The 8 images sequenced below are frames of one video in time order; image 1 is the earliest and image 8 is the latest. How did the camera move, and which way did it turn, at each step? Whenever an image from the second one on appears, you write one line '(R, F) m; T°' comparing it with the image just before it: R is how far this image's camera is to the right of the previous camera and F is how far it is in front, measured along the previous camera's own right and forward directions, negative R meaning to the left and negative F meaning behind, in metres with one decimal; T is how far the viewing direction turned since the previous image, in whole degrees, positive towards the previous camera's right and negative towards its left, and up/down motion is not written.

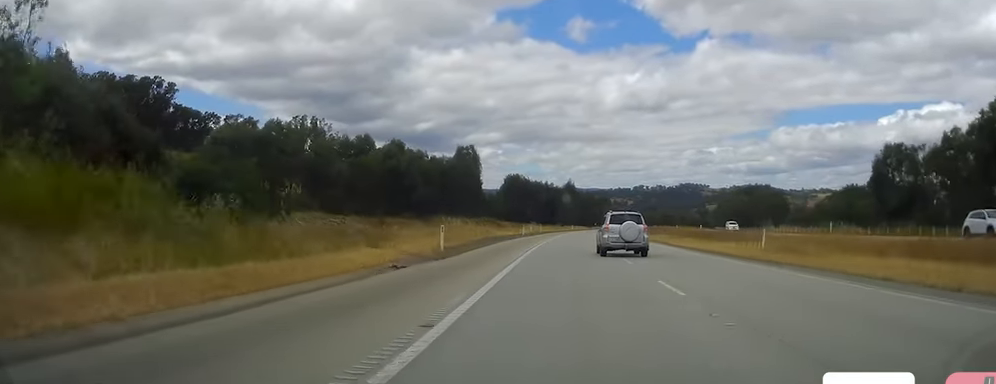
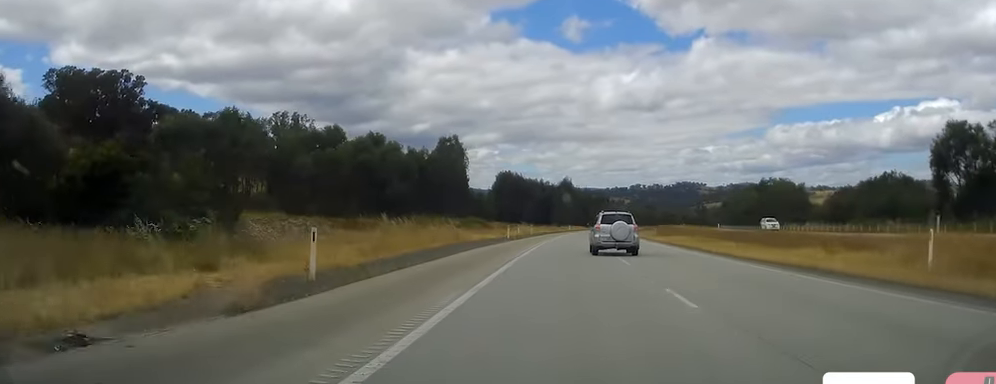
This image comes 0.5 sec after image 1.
(+0.1, +14.4) m; 0°
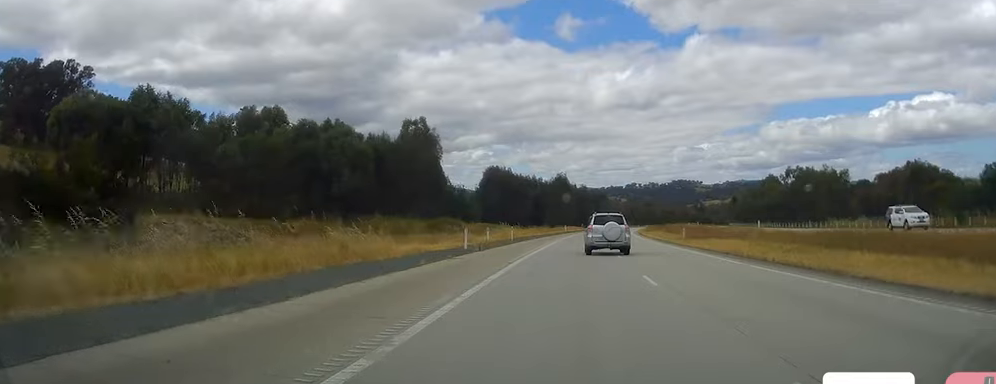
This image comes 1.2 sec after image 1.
(+0.4, +21.1) m; 0°
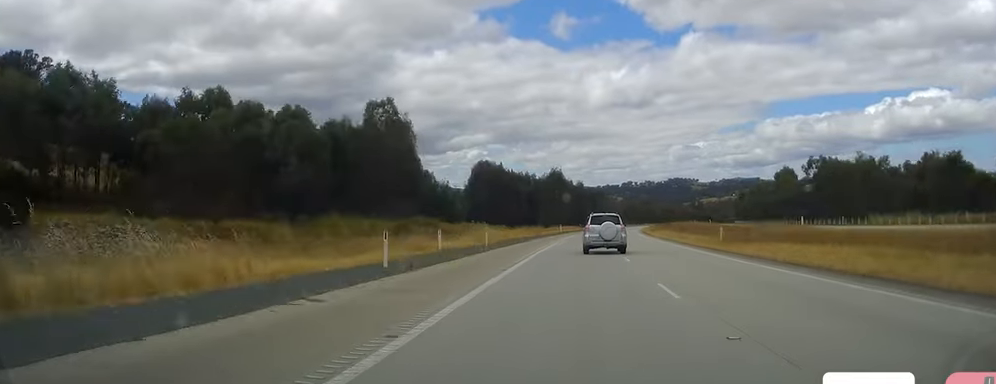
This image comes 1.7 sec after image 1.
(-0.3, +14.3) m; -1°
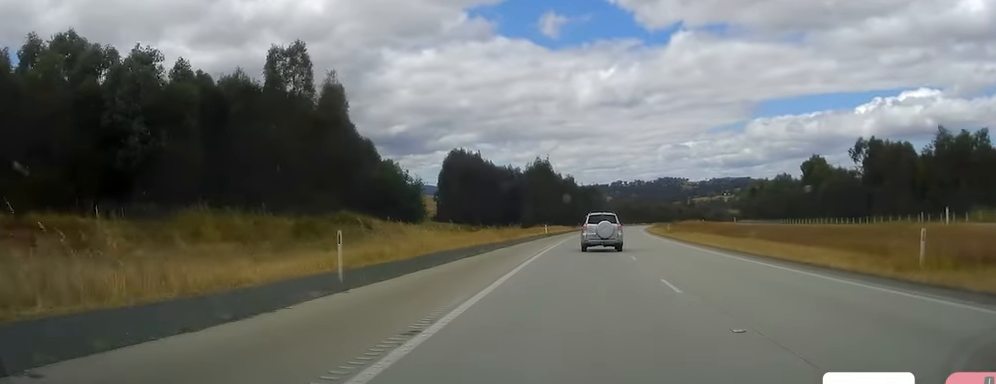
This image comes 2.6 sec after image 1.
(-0.3, +23.9) m; -1°
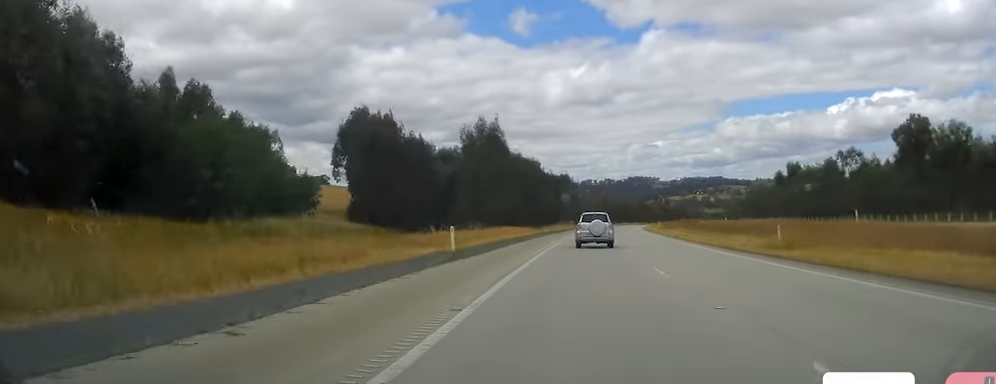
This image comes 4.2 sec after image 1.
(+0.9, +46.9) m; +4°
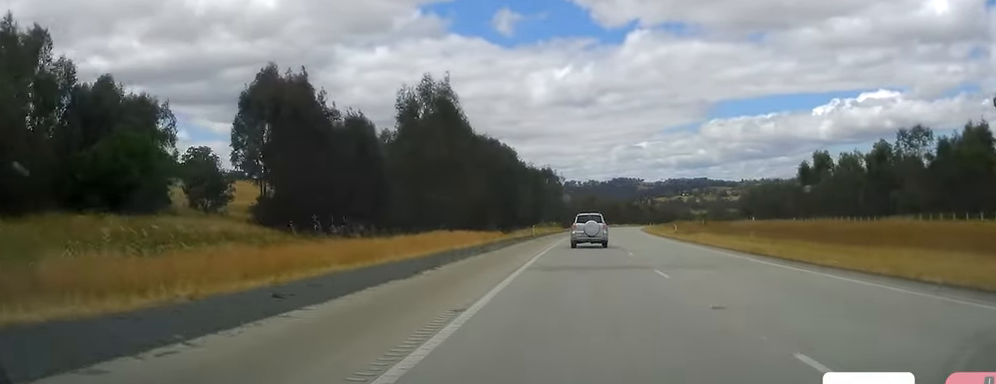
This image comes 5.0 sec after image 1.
(+0.7, +24.0) m; +1°
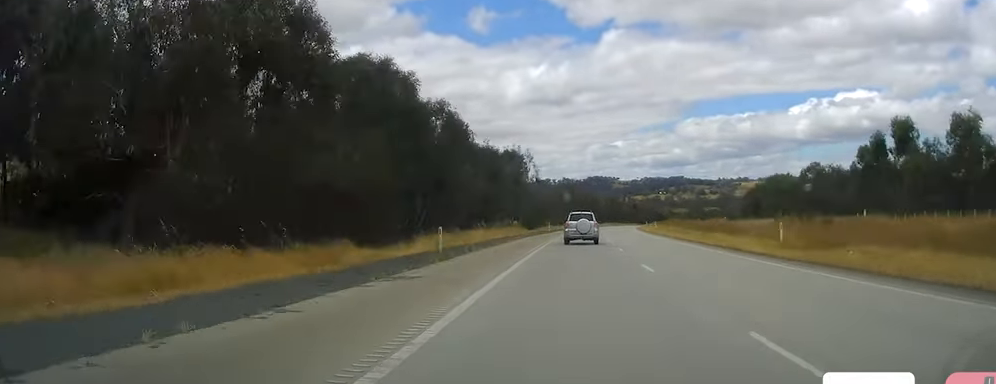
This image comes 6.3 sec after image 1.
(+0.1, +37.3) m; 0°
